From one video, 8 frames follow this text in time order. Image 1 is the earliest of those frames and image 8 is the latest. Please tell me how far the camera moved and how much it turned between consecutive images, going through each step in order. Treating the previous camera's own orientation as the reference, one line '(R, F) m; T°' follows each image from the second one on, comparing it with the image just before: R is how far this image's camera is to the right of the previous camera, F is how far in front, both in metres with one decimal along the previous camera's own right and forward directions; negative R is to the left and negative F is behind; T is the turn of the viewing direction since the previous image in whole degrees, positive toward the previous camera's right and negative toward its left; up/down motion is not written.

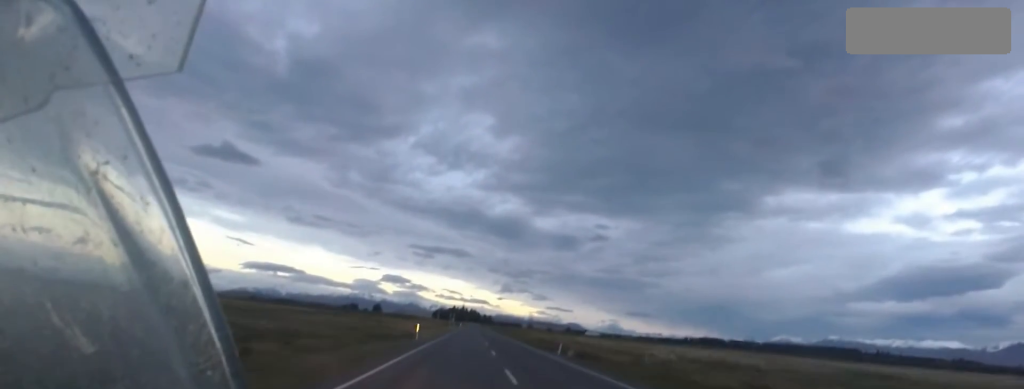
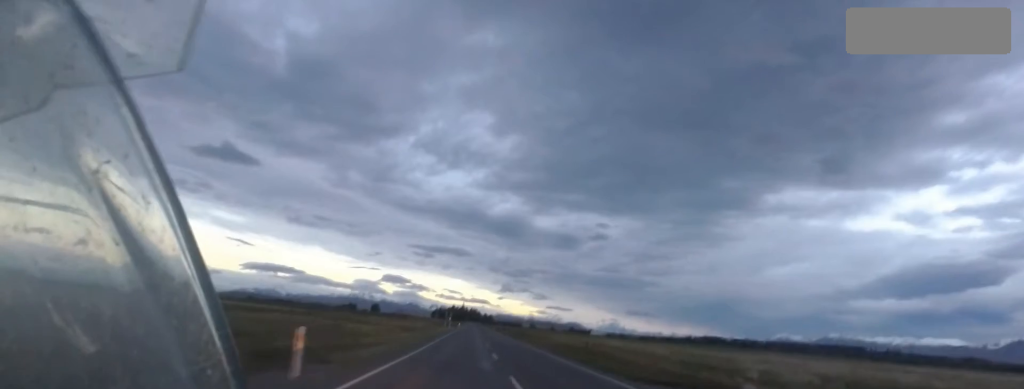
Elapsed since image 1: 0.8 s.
(-0.1, +21.2) m; 0°
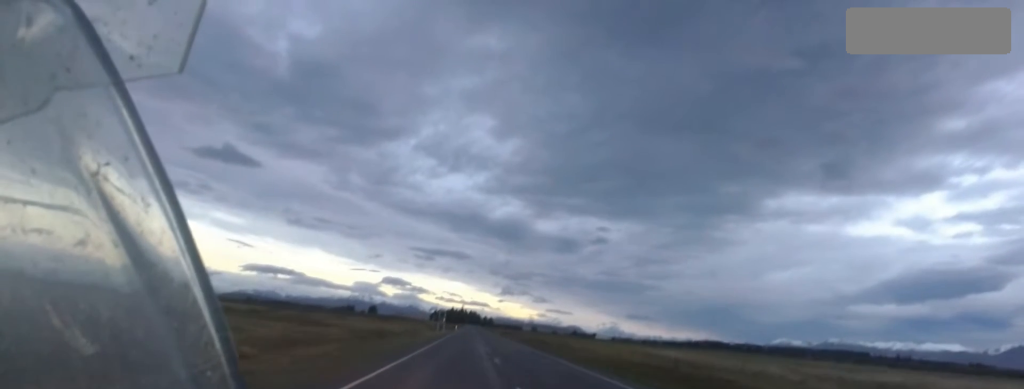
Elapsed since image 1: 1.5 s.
(+0.2, +20.9) m; 0°
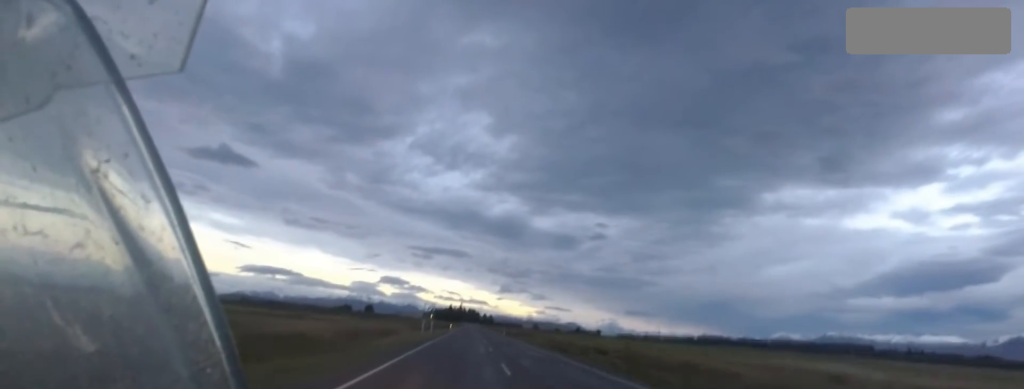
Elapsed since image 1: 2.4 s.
(0.0, +24.2) m; +1°
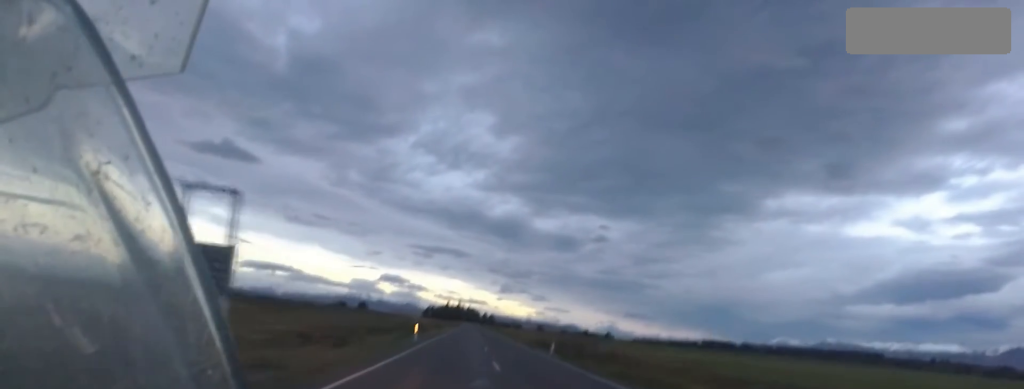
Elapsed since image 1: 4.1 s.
(+0.5, +49.5) m; 0°
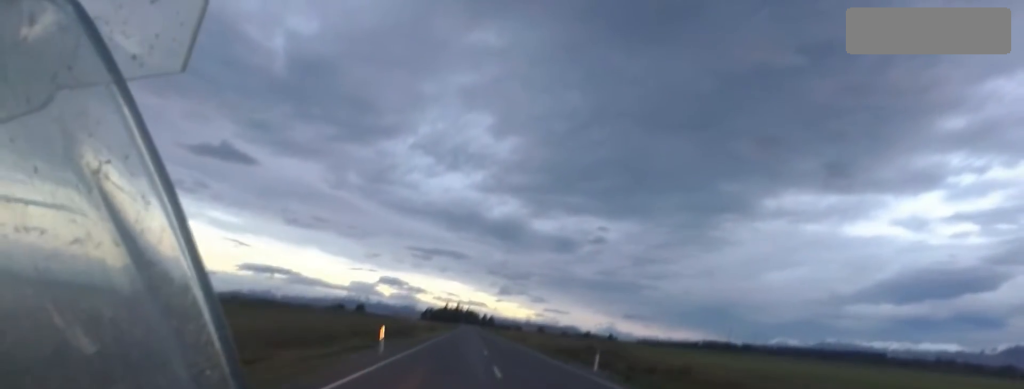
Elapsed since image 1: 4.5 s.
(-0.2, +11.8) m; -1°
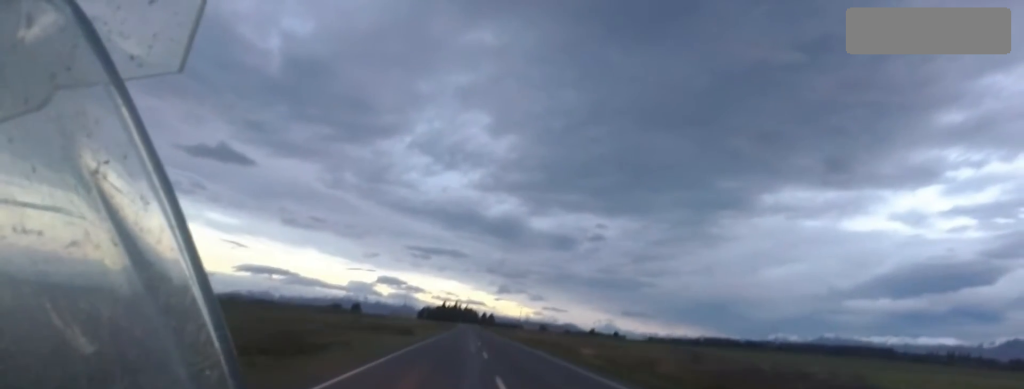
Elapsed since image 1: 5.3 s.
(-0.2, +24.5) m; -1°
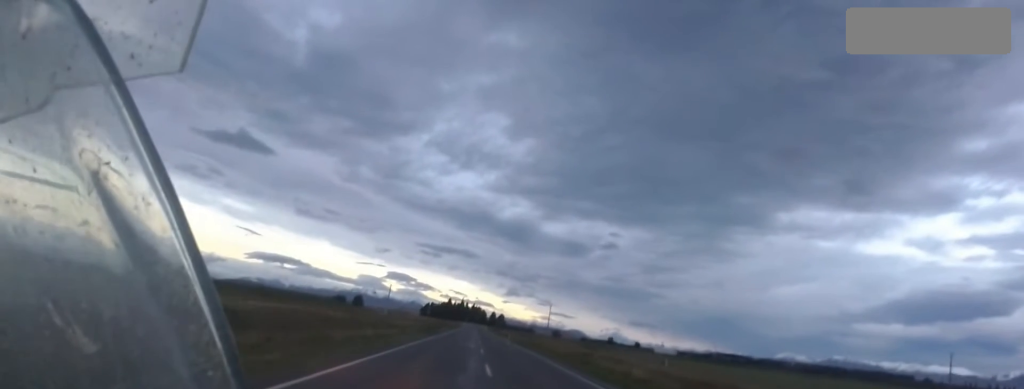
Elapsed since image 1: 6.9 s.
(0.0, +46.9) m; +2°
